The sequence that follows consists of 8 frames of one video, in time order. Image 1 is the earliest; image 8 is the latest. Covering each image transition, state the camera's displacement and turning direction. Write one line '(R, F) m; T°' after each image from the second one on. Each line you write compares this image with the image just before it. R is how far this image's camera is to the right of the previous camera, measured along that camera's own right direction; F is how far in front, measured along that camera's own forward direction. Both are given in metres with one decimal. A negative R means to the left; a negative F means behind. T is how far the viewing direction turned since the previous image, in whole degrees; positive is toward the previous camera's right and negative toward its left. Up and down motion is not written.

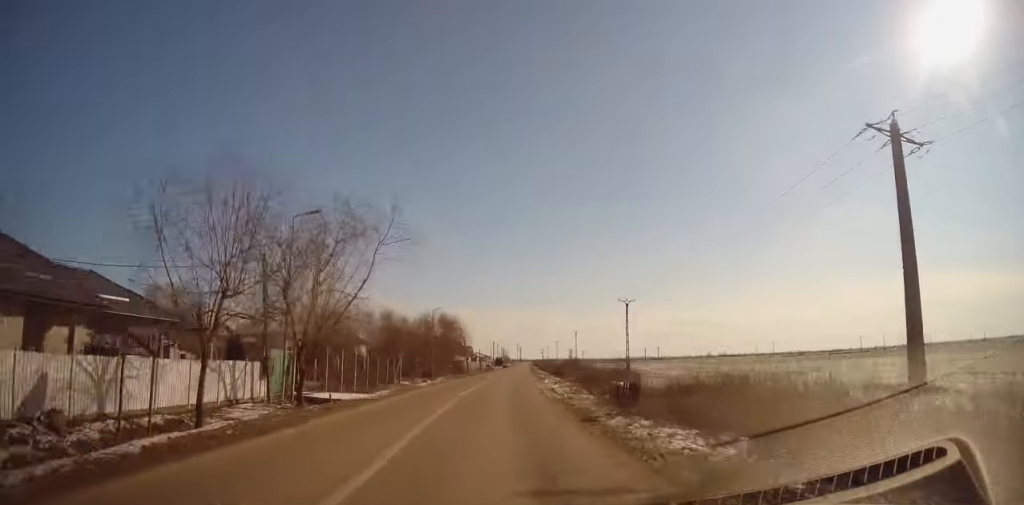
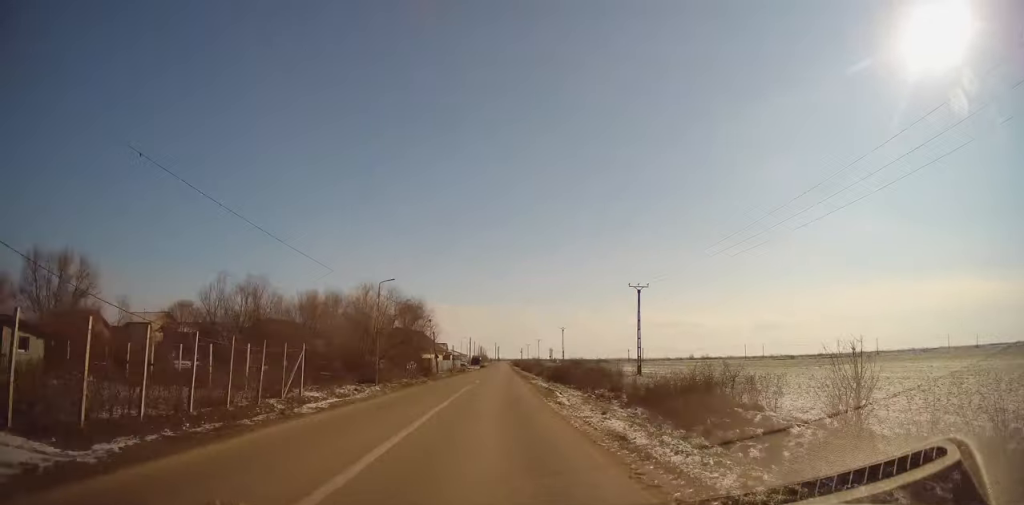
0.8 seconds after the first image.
(+0.1, +15.9) m; +1°
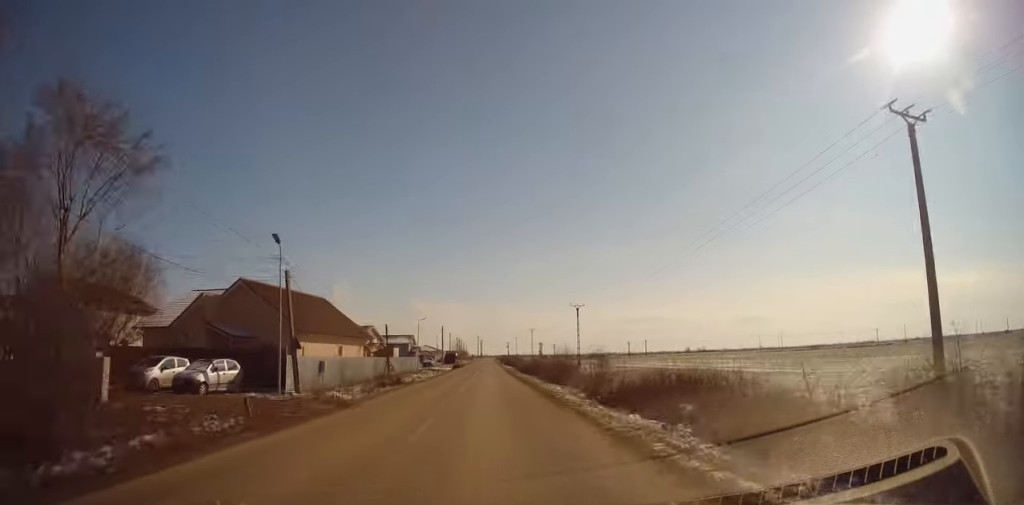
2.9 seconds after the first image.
(+1.5, +43.2) m; +3°
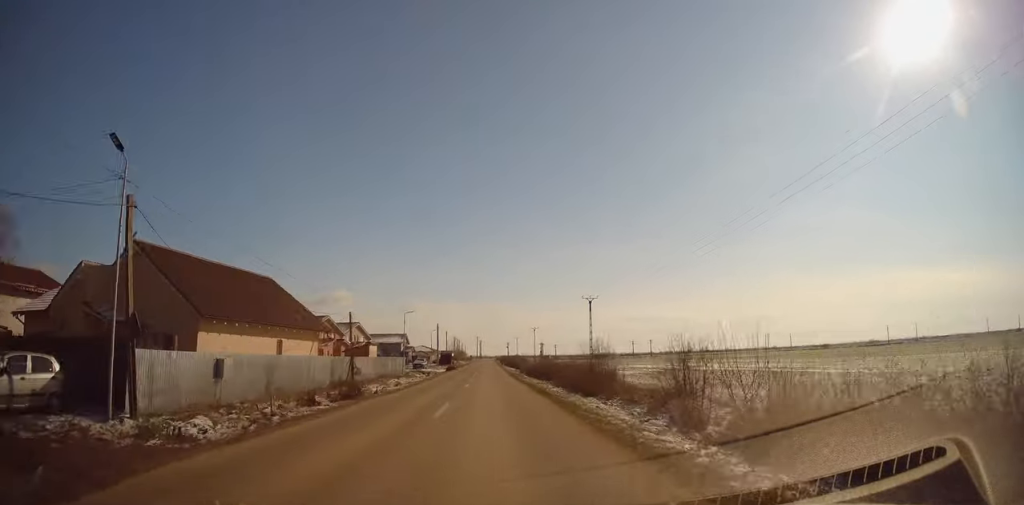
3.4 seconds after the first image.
(0.0, +10.8) m; 0°
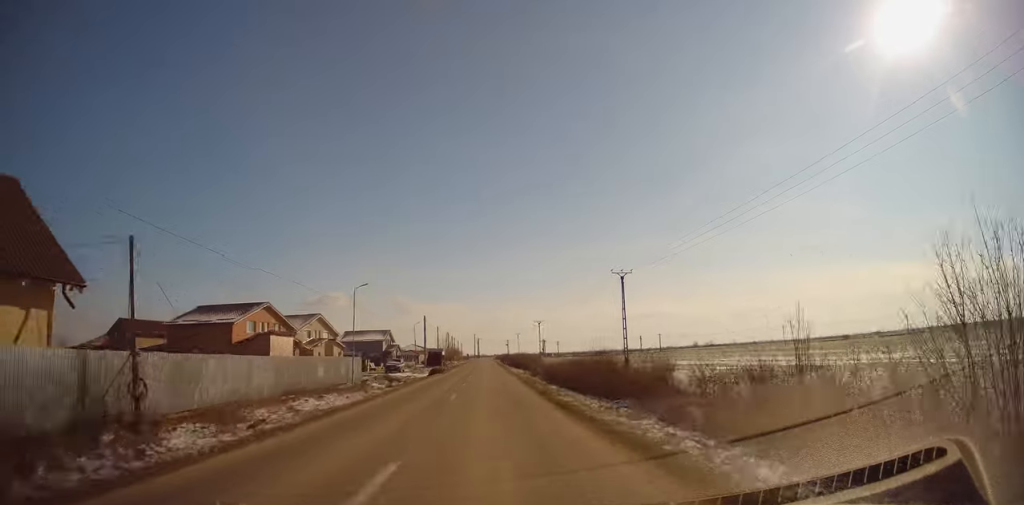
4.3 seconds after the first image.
(+0.1, +19.7) m; 0°
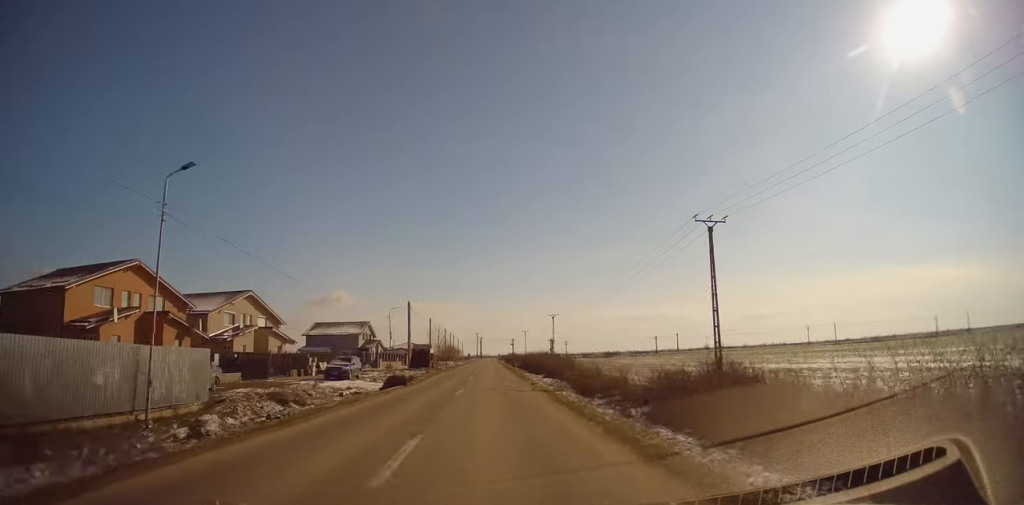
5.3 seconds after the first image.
(+0.1, +22.2) m; 0°
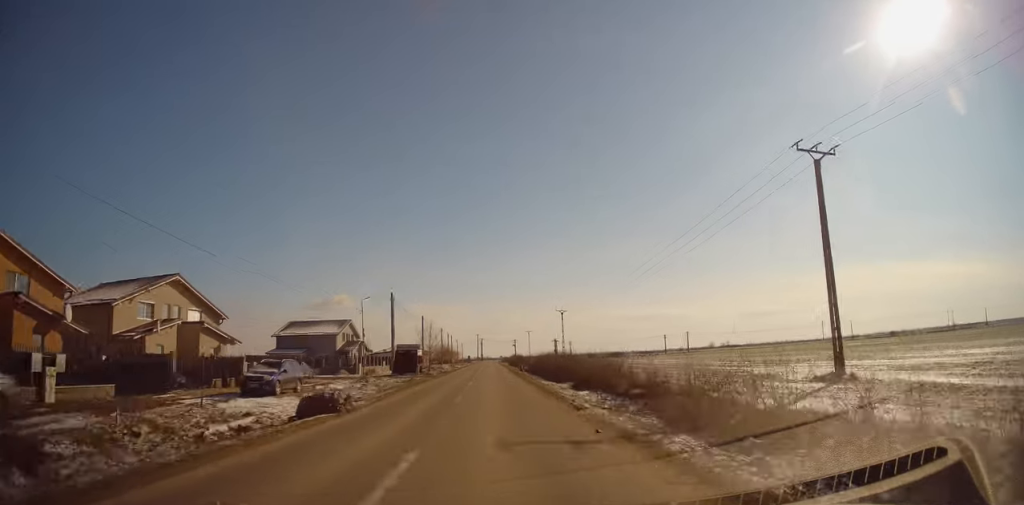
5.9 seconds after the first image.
(-0.1, +12.7) m; 0°
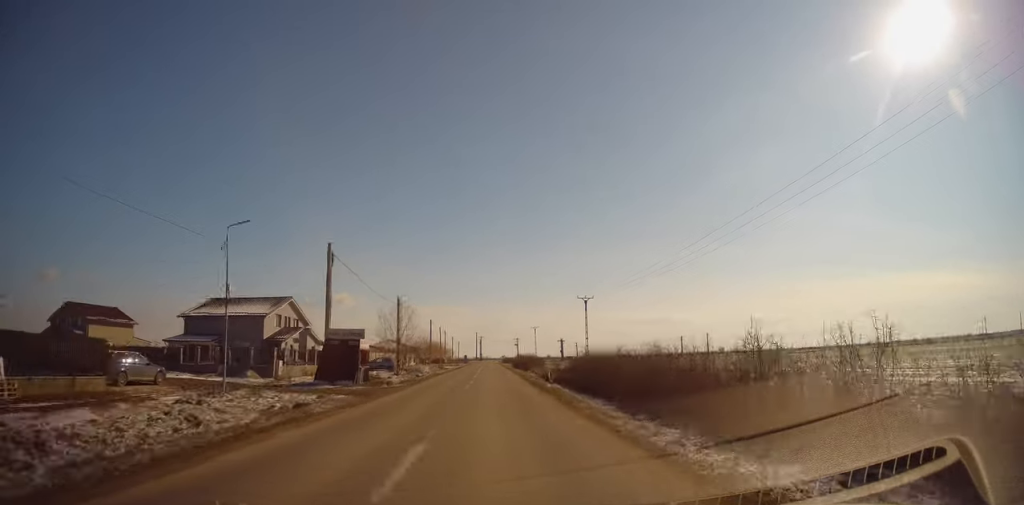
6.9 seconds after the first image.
(0.0, +24.0) m; 0°
